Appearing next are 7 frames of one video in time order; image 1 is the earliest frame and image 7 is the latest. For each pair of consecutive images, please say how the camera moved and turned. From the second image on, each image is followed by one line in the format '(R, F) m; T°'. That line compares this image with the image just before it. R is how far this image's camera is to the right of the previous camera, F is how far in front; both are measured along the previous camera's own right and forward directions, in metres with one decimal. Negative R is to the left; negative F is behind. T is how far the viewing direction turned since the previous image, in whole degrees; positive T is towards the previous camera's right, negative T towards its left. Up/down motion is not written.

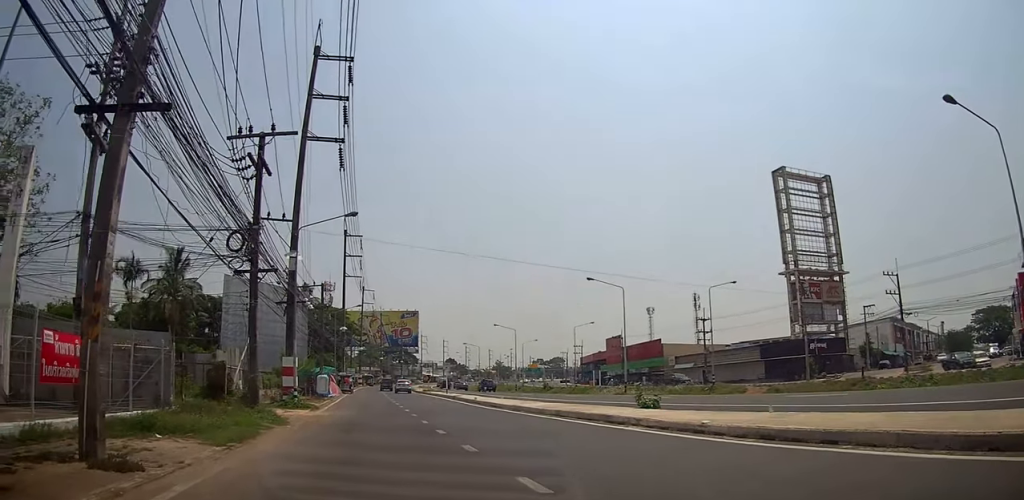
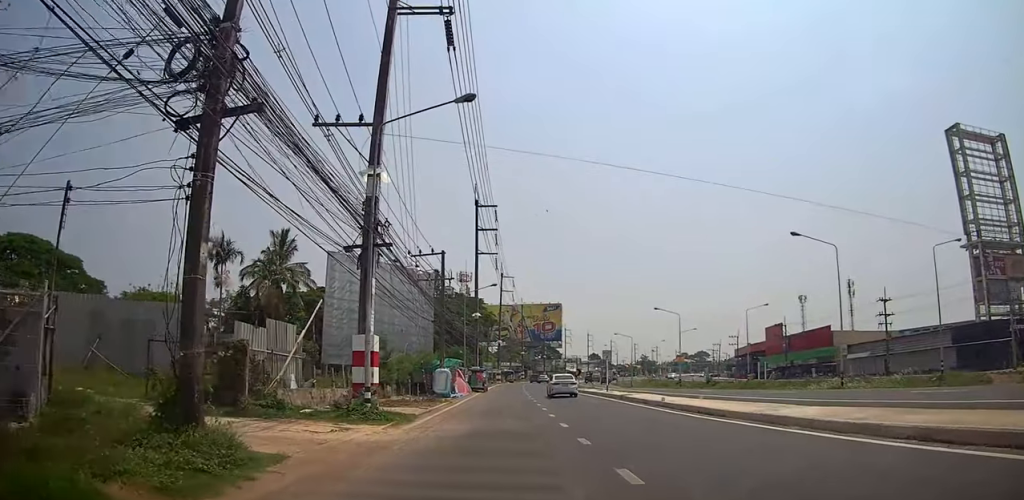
(-1.0, +3.8) m; -23°
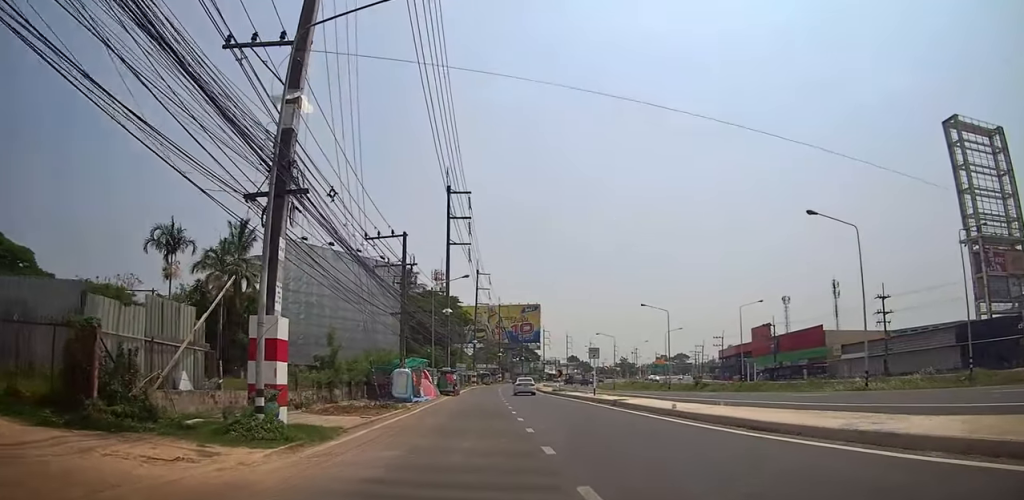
(-0.1, +2.3) m; -5°
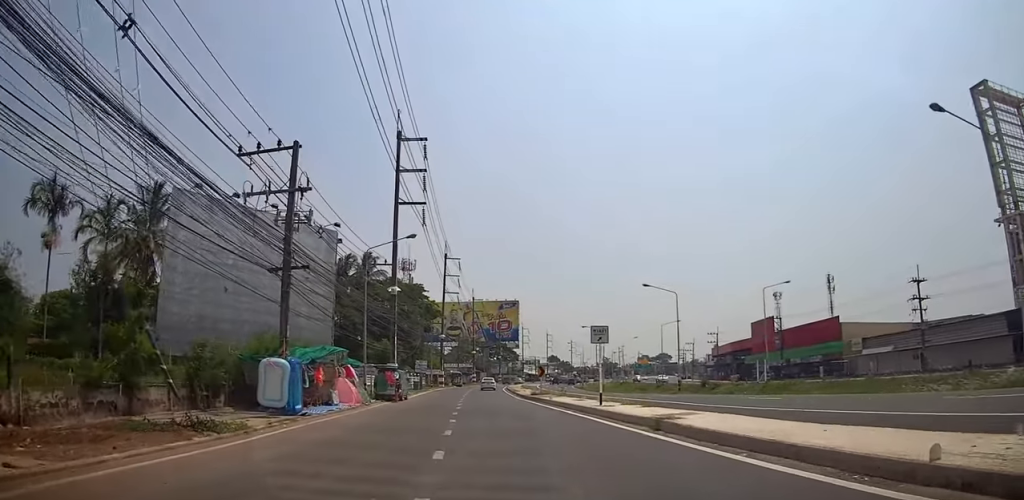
(+0.1, +7.4) m; +3°
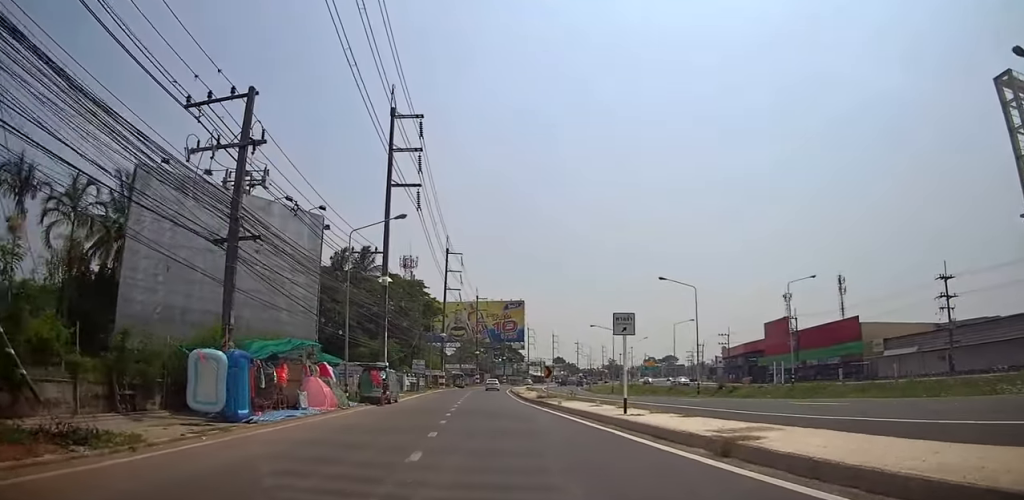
(+0.2, +2.6) m; +1°
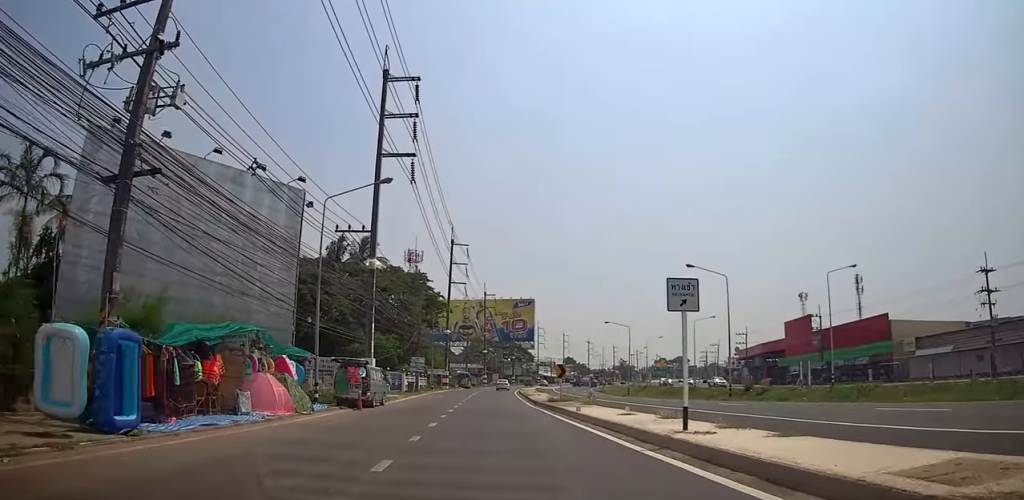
(-0.1, +3.8) m; -2°
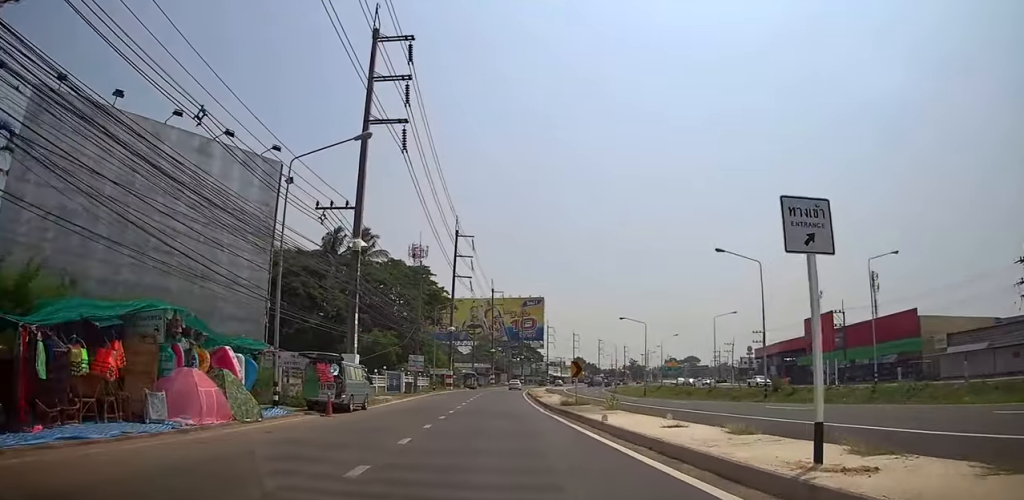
(0.0, +3.3) m; -2°
